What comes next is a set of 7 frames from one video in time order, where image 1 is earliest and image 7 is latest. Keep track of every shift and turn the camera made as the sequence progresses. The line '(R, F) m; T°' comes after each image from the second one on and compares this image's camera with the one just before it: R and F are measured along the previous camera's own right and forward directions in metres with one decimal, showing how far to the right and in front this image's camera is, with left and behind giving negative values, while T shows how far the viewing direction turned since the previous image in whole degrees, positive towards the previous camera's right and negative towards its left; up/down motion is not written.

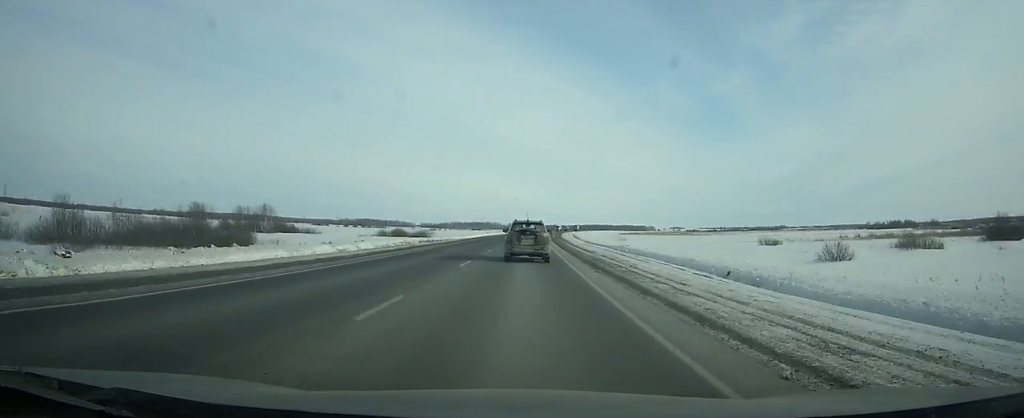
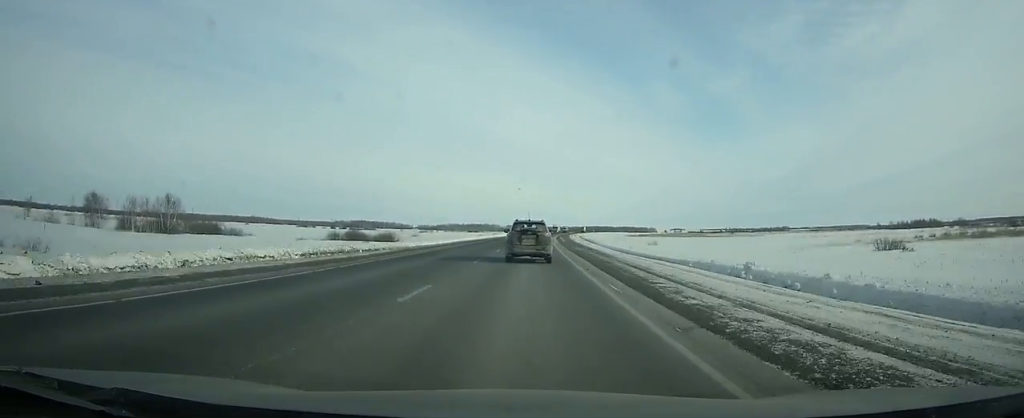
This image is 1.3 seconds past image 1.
(+0.4, +34.4) m; +1°
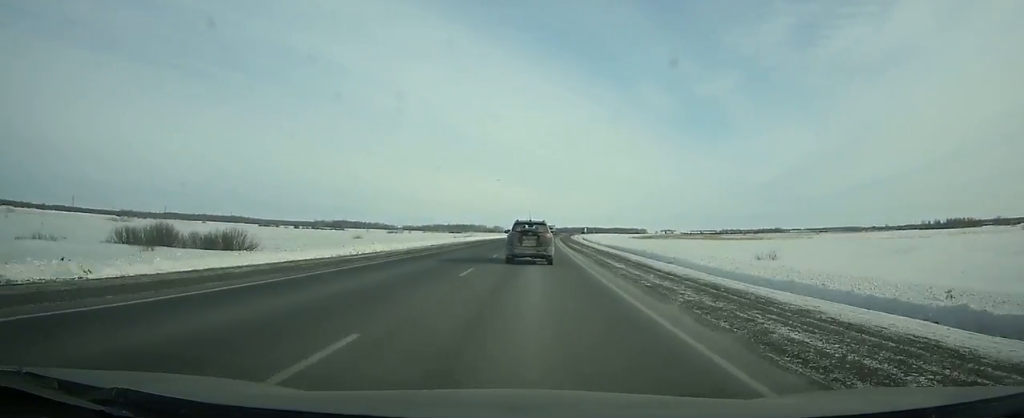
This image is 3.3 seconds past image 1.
(+0.3, +53.0) m; +1°
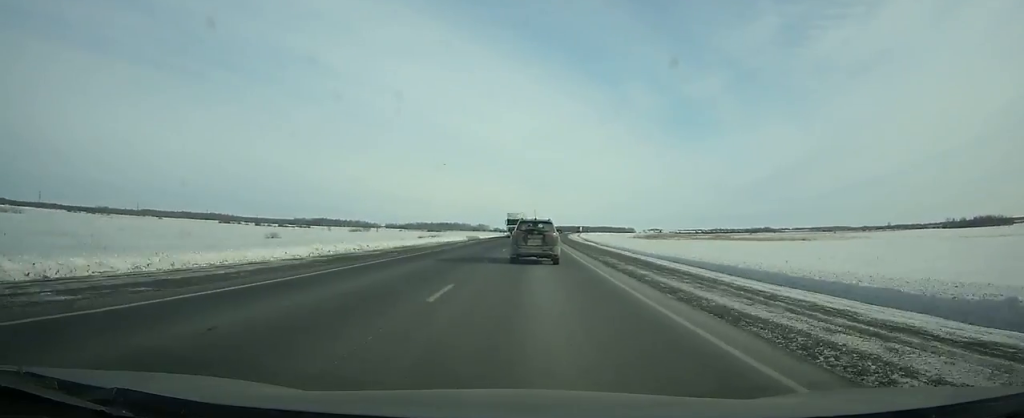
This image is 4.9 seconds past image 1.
(+0.5, +42.4) m; +1°
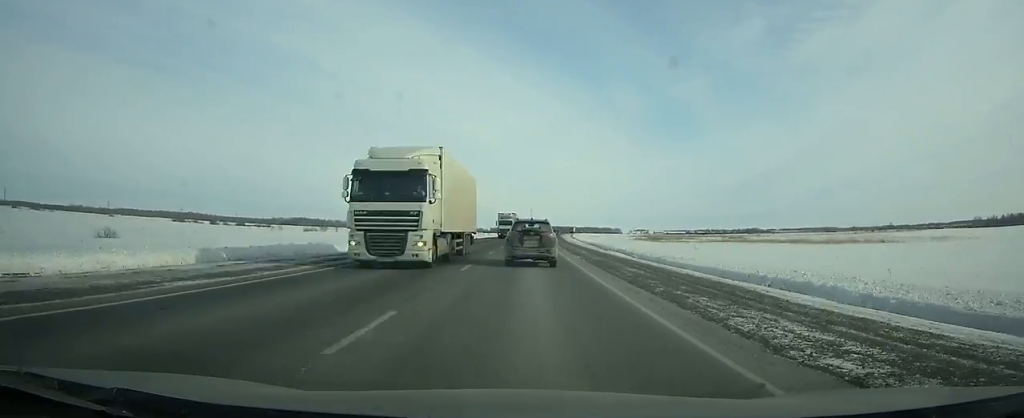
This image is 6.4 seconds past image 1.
(+0.2, +39.9) m; +1°
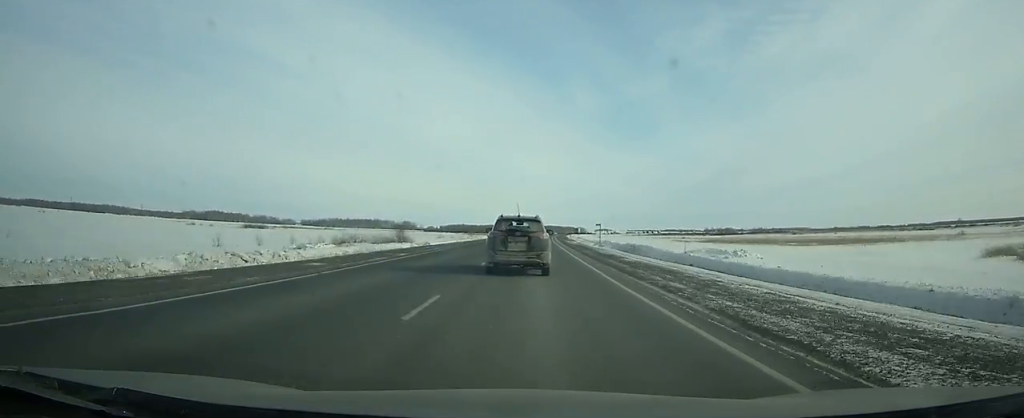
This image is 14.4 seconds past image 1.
(+9.5, +211.9) m; +5°
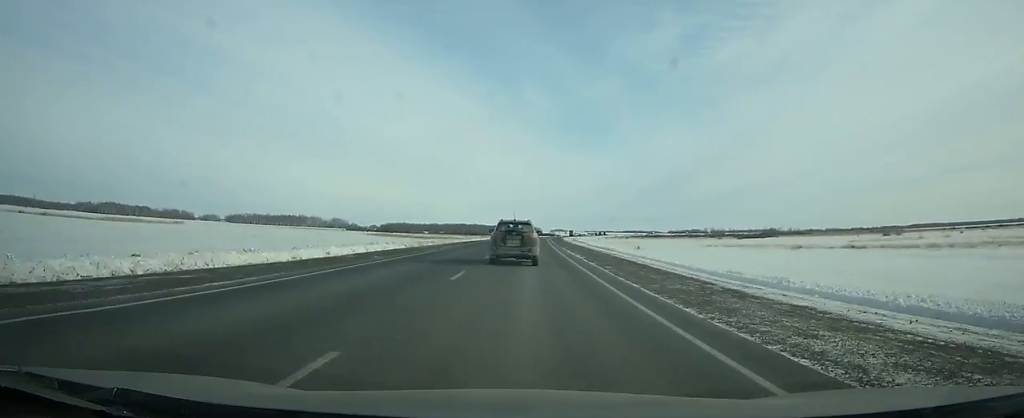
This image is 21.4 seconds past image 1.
(+6.0, +188.0) m; +4°
